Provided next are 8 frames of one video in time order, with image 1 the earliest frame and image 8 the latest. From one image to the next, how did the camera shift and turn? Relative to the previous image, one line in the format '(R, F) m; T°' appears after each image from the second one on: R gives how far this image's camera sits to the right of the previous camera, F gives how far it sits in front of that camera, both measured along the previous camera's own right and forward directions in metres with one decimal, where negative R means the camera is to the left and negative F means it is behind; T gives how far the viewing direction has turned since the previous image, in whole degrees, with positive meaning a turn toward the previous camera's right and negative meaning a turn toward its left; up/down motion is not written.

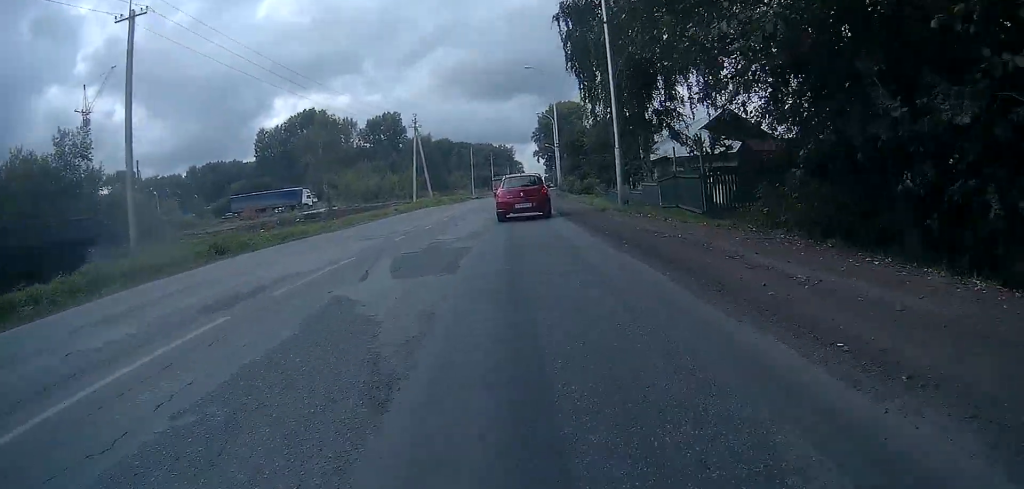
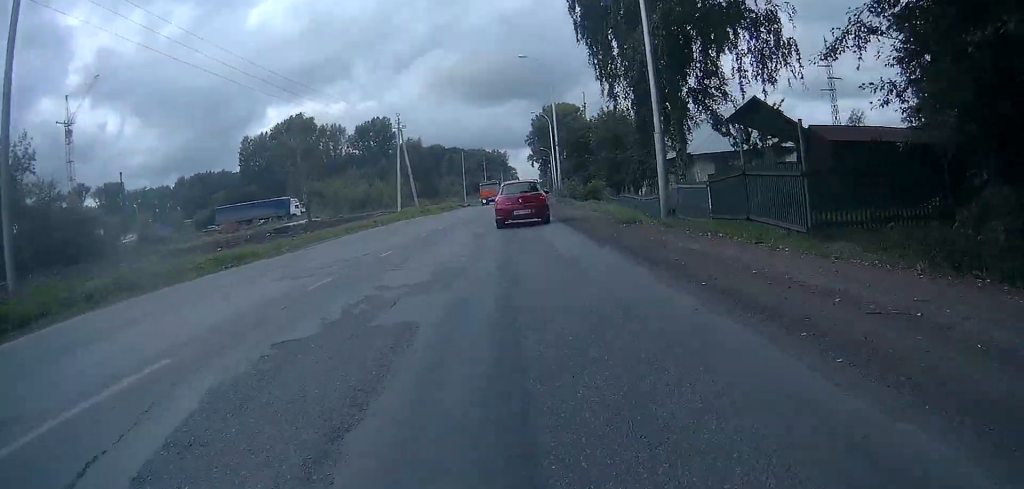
(0.0, +5.8) m; 0°
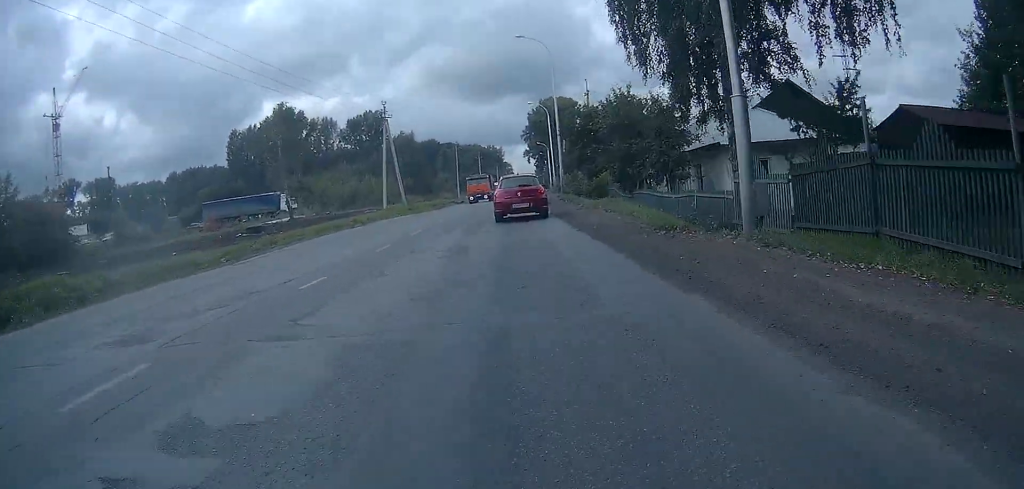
(0.0, +4.8) m; 0°
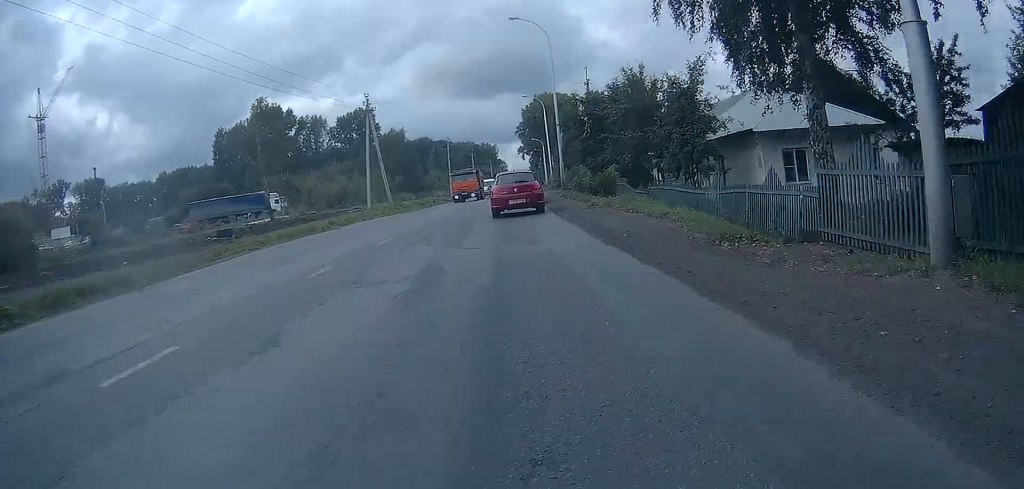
(0.0, +4.1) m; 0°
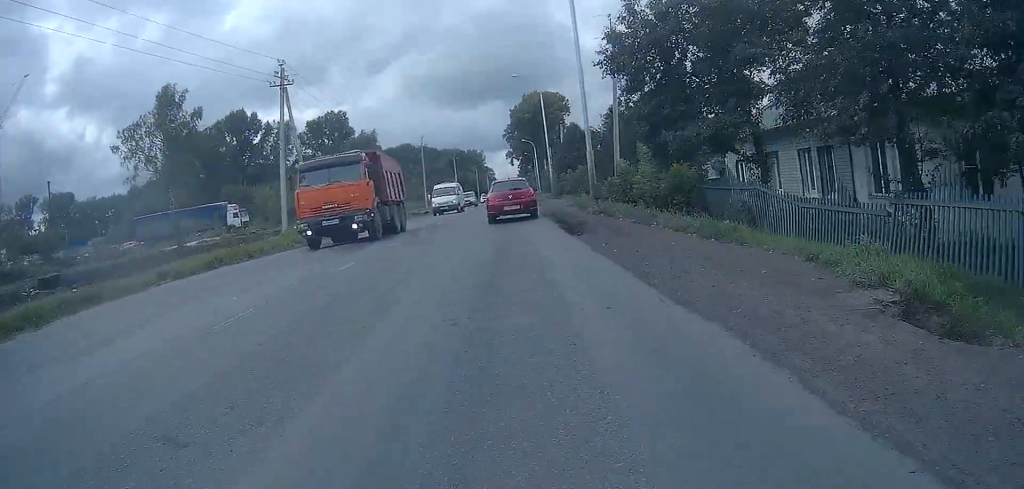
(+0.1, +16.9) m; 0°
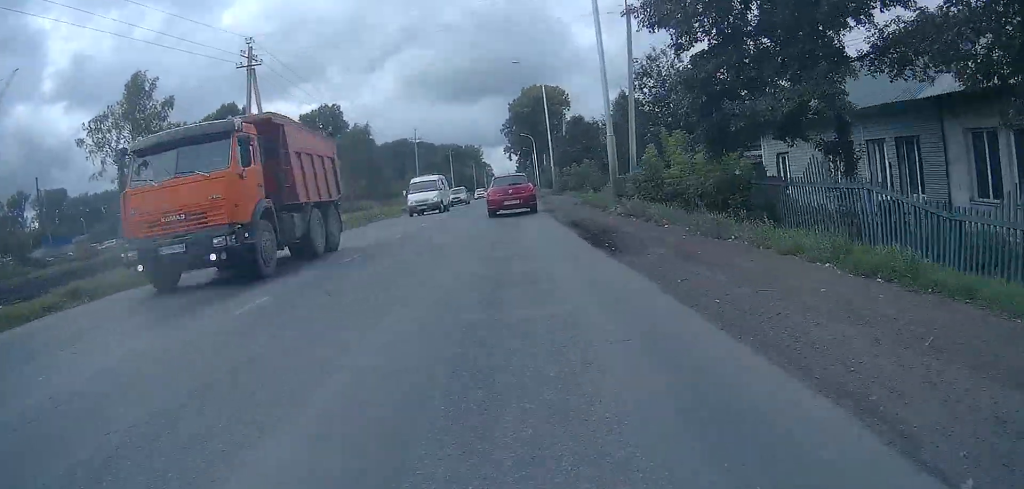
(0.0, +4.3) m; 0°
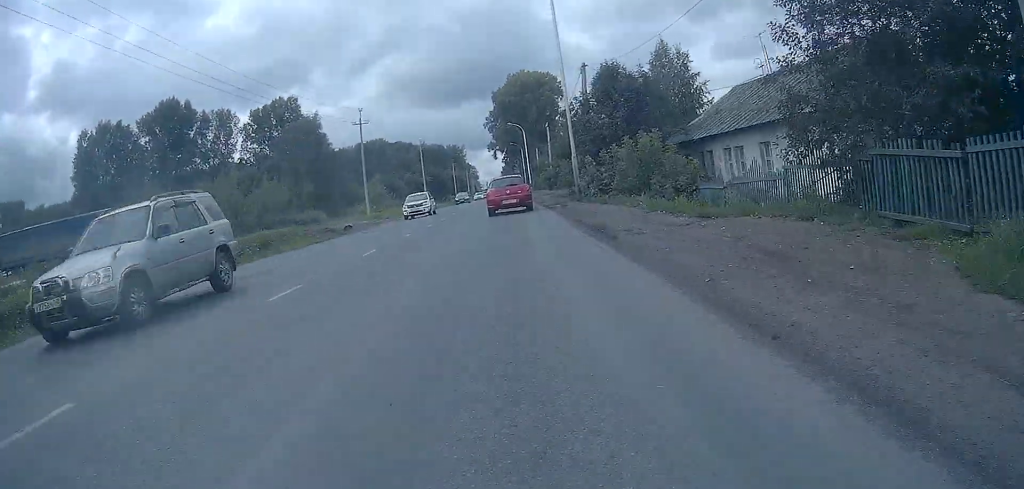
(-0.2, +22.9) m; -1°
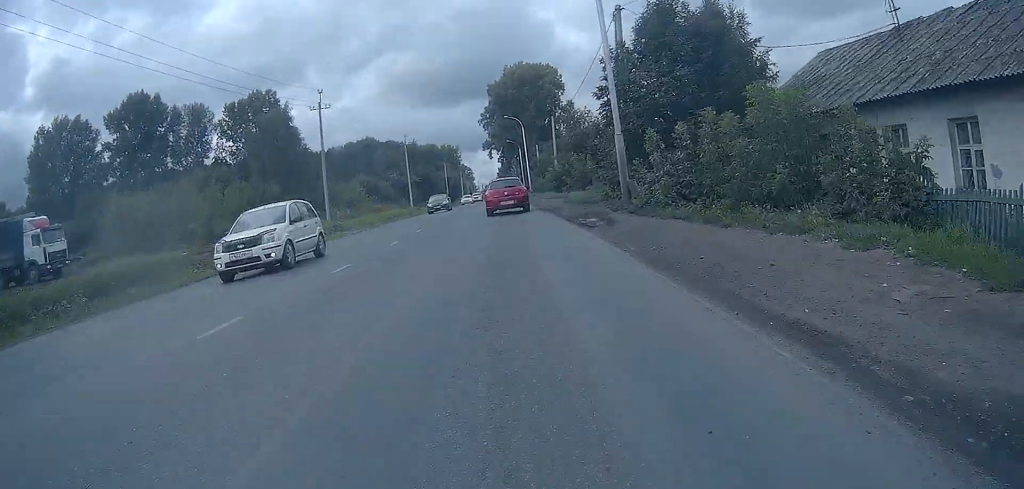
(0.0, +12.0) m; +1°
